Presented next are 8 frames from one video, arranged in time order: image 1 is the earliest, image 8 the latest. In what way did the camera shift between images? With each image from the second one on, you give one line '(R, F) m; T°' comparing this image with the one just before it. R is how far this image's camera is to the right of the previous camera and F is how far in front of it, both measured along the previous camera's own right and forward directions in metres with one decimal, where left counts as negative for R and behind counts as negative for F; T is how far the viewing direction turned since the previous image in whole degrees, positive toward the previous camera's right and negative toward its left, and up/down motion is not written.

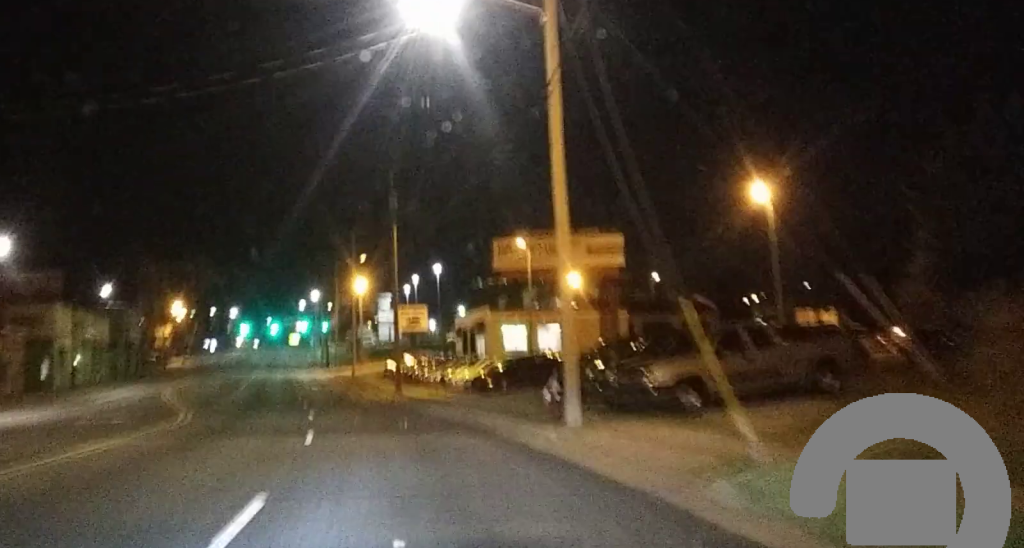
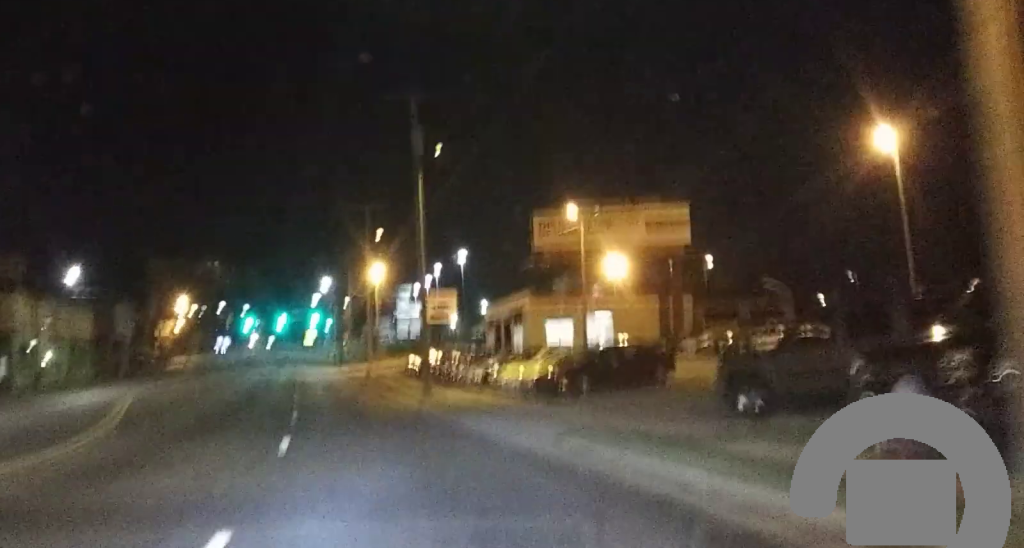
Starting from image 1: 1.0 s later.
(0.0, +14.3) m; 0°
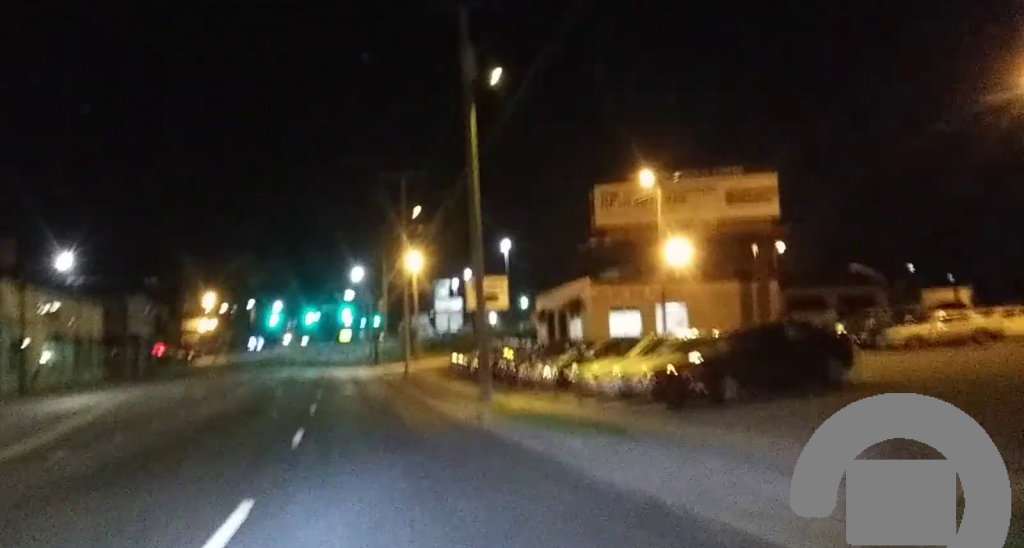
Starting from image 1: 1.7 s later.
(0.0, +9.8) m; 0°
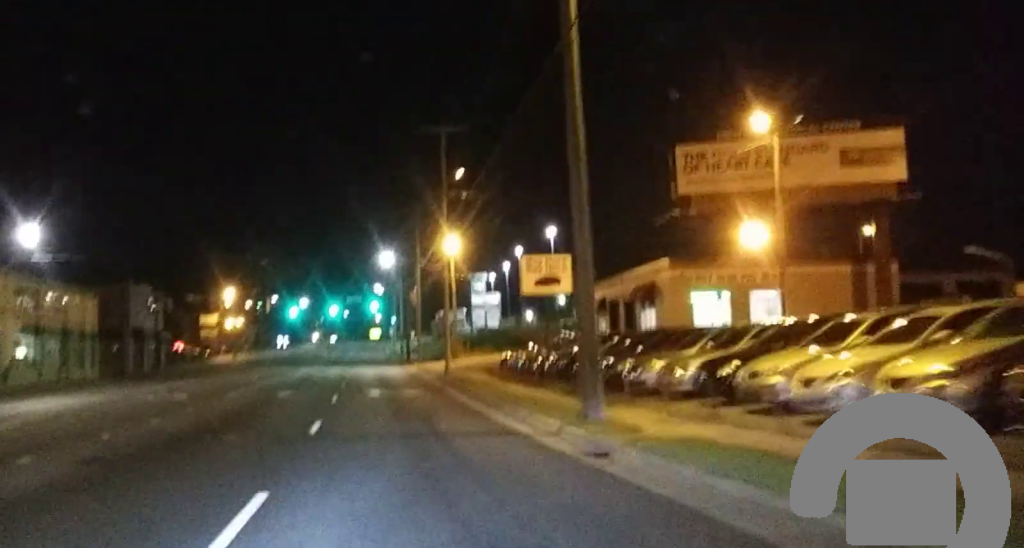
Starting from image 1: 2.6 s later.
(0.0, +11.8) m; 0°
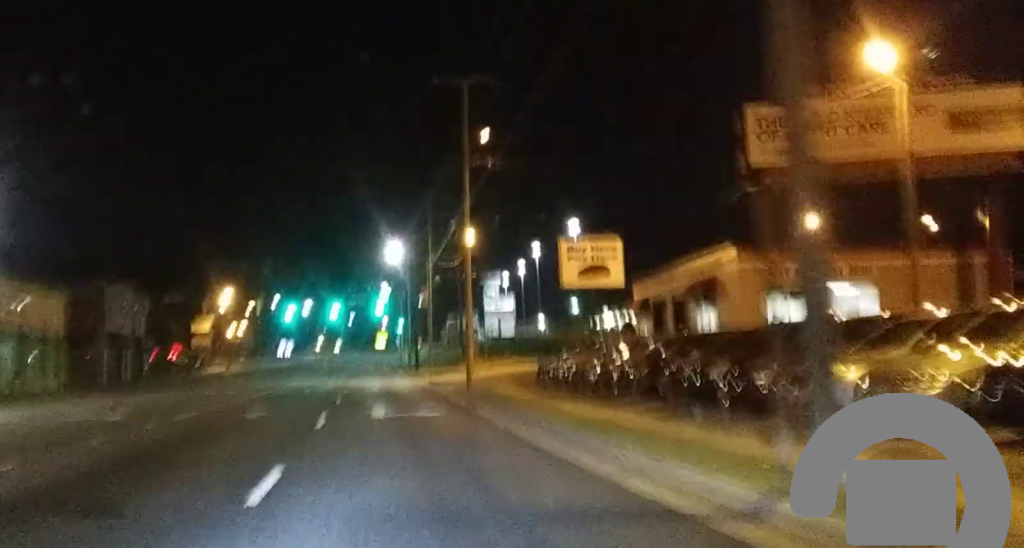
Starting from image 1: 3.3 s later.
(0.0, +10.5) m; 0°
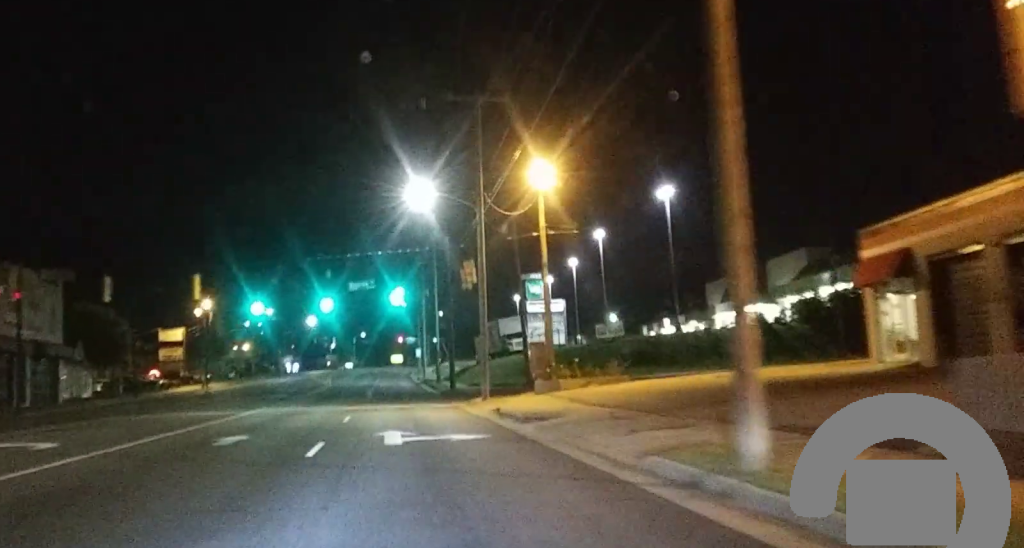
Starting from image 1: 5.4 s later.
(0.0, +29.9) m; 0°
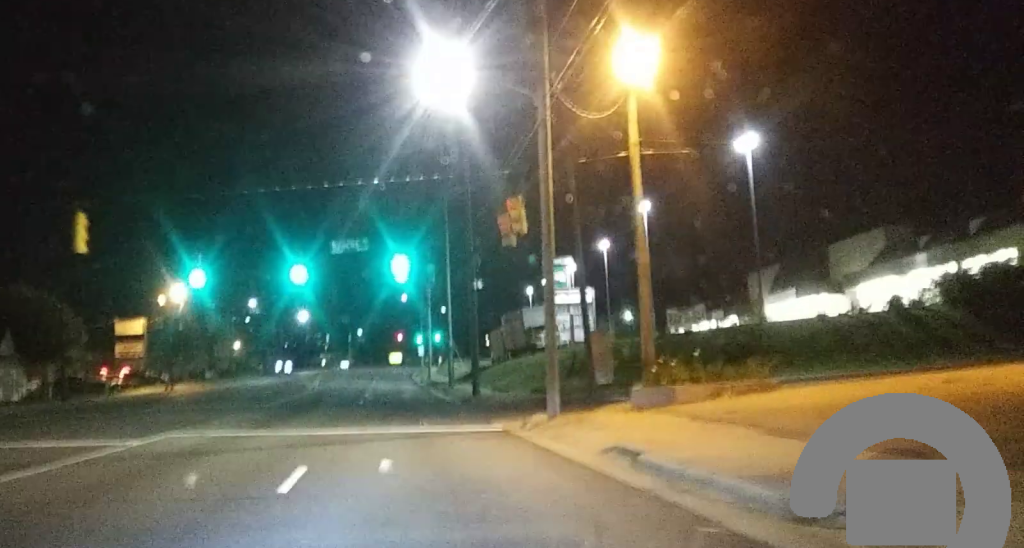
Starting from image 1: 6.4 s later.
(0.0, +15.2) m; 0°
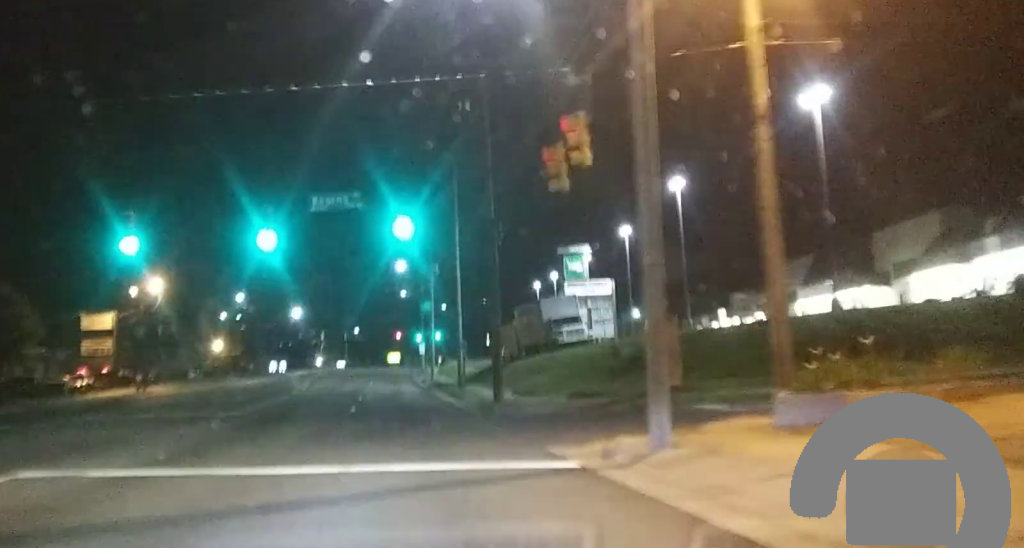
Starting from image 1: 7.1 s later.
(0.0, +9.9) m; 0°
